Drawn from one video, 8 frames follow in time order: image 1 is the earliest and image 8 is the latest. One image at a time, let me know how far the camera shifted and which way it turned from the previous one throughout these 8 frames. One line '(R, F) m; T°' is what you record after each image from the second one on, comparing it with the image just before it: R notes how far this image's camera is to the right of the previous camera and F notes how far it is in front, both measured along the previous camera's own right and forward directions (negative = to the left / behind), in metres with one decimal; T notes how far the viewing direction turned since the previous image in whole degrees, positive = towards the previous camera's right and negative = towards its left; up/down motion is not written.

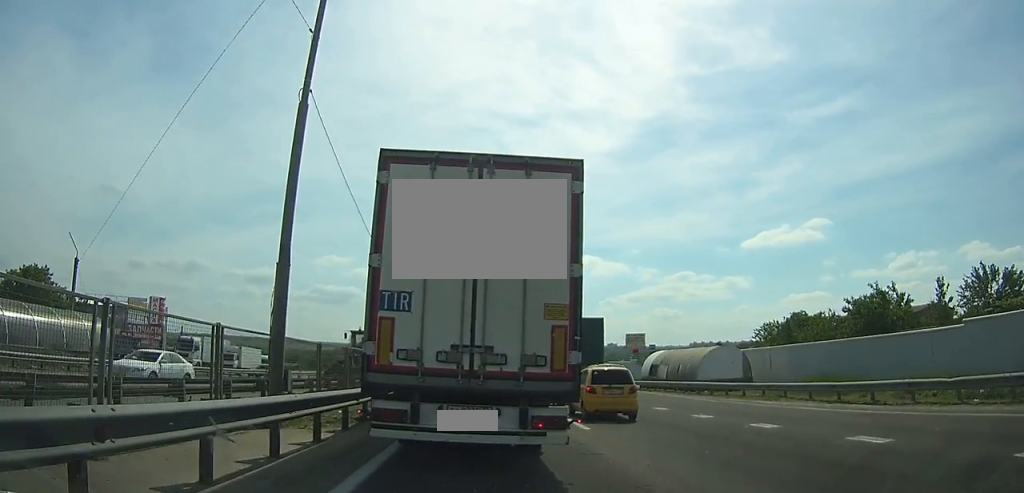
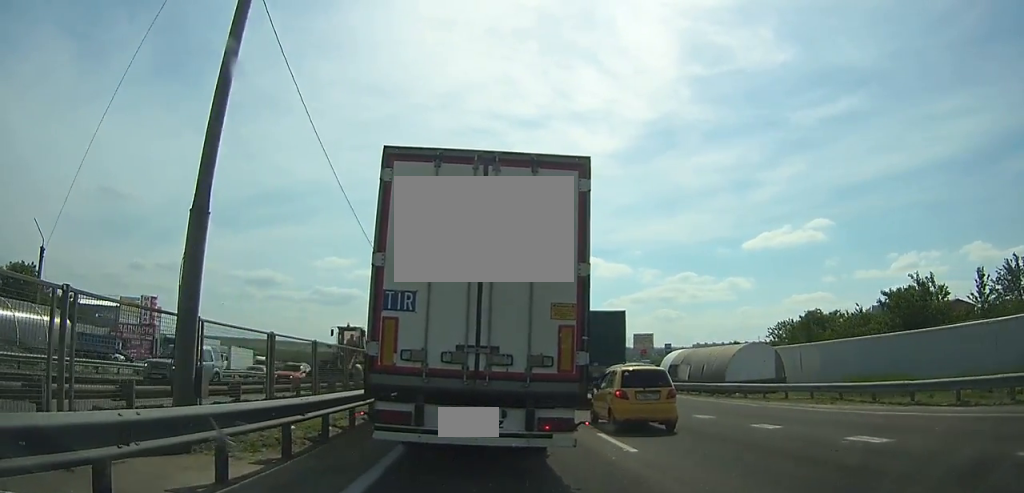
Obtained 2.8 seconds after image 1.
(-0.1, +3.4) m; 0°
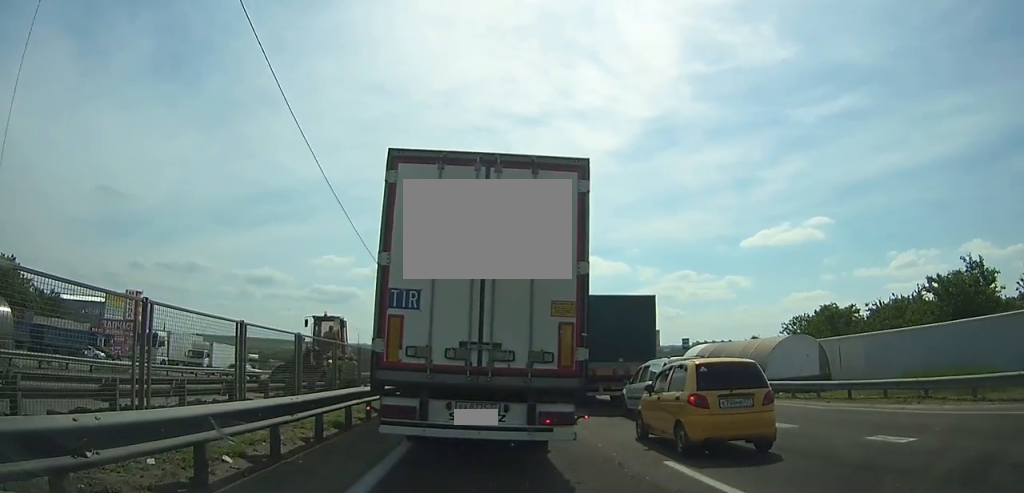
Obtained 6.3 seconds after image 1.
(+0.1, +4.4) m; +2°
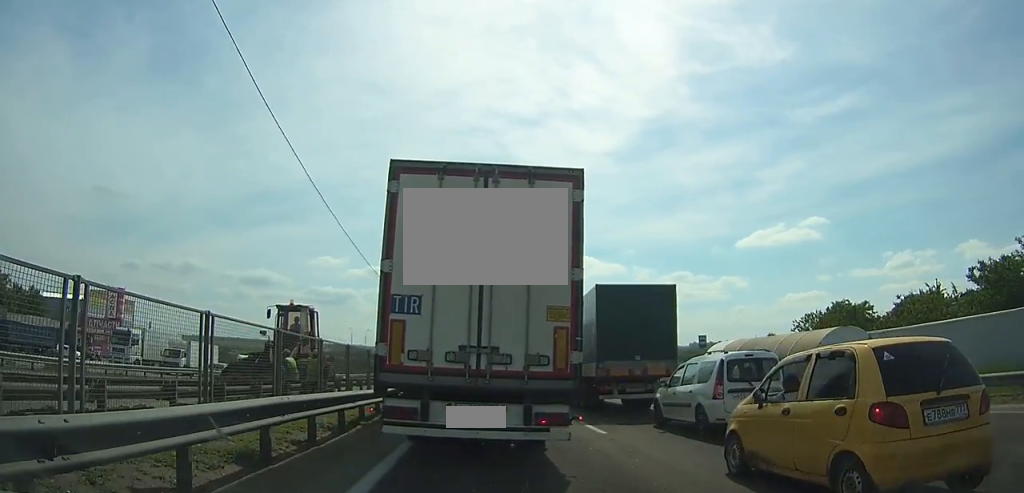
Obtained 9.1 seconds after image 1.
(0.0, +3.6) m; 0°
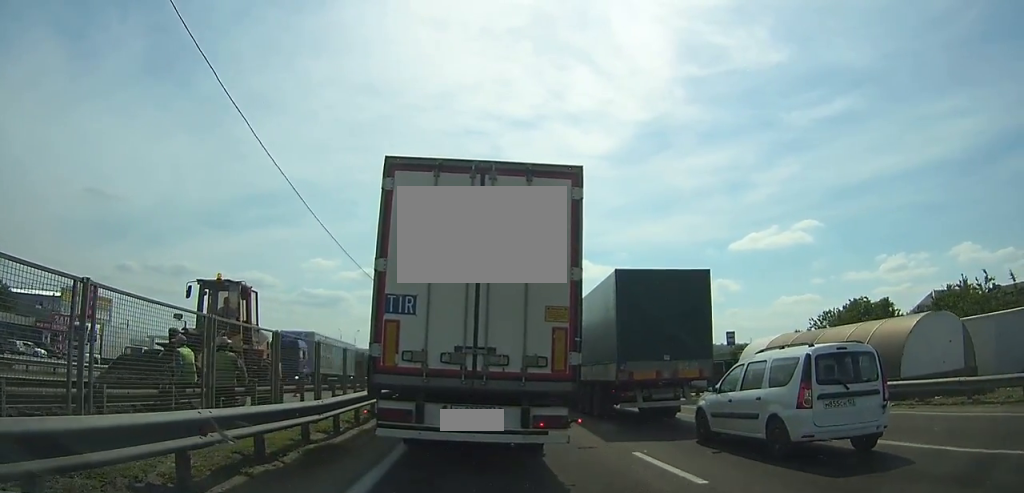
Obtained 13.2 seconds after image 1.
(-0.1, +5.3) m; -2°
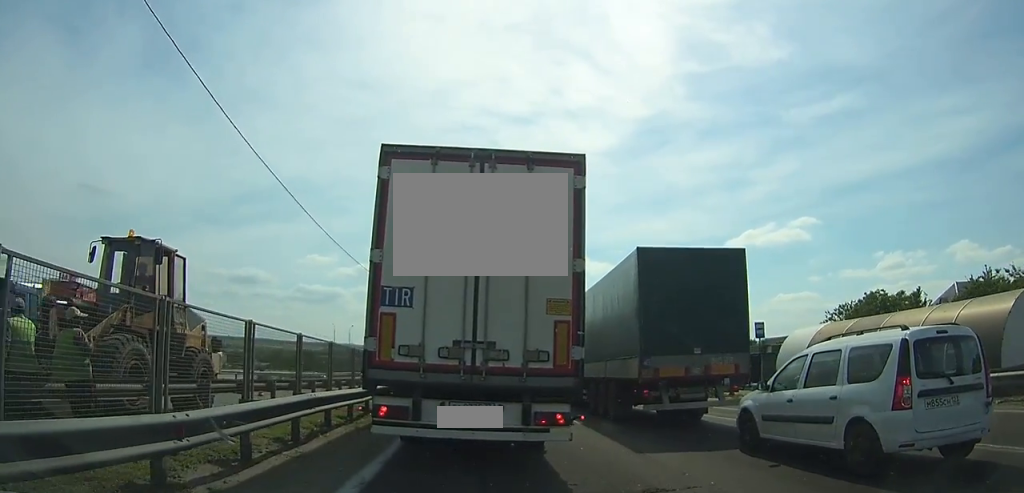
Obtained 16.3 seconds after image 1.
(-0.1, +4.1) m; -2°
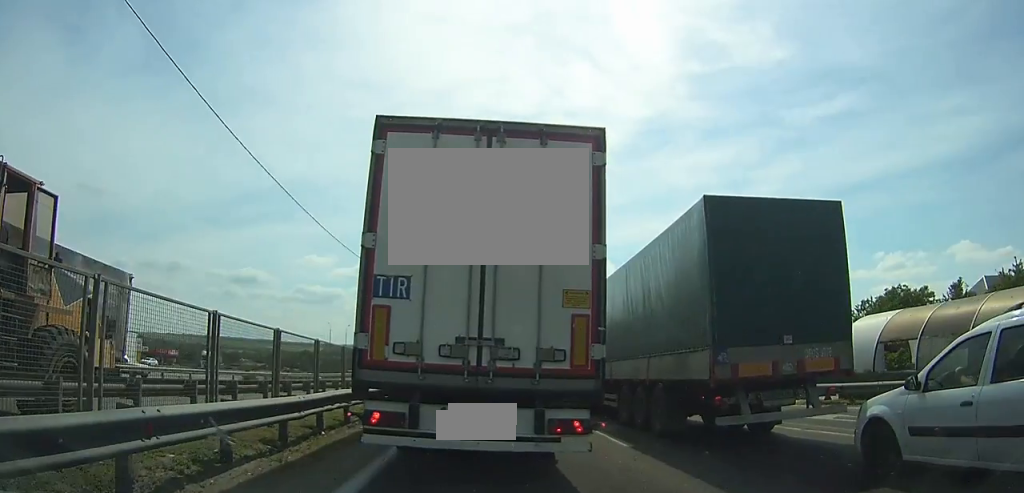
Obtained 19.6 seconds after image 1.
(-0.1, +4.6) m; -2°
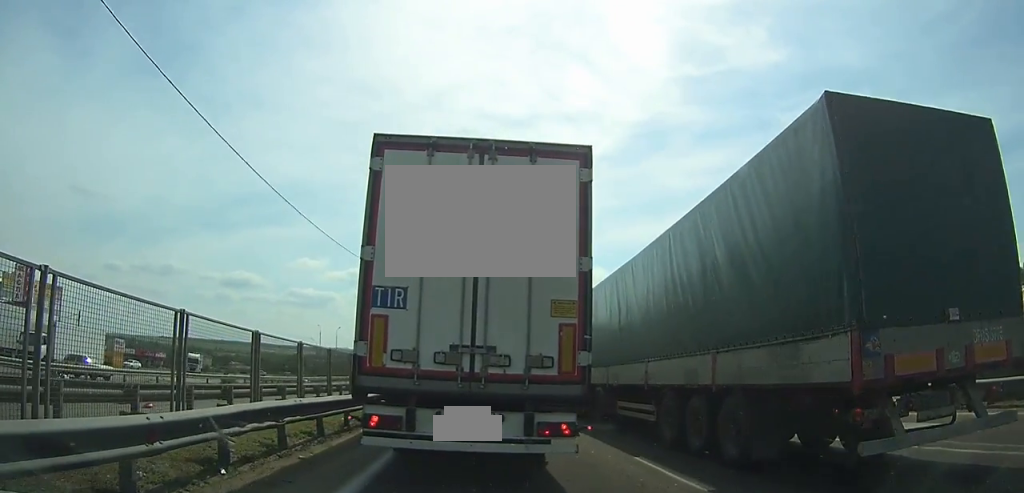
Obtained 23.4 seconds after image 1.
(0.0, +5.2) m; +2°
